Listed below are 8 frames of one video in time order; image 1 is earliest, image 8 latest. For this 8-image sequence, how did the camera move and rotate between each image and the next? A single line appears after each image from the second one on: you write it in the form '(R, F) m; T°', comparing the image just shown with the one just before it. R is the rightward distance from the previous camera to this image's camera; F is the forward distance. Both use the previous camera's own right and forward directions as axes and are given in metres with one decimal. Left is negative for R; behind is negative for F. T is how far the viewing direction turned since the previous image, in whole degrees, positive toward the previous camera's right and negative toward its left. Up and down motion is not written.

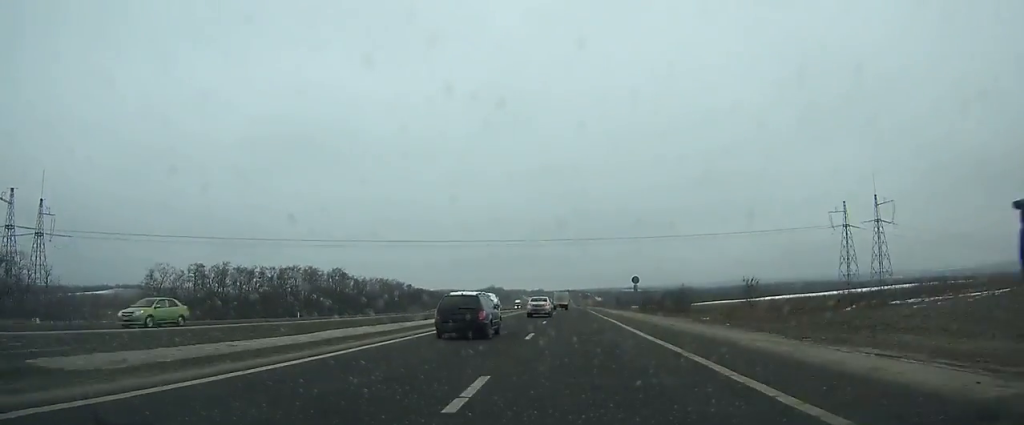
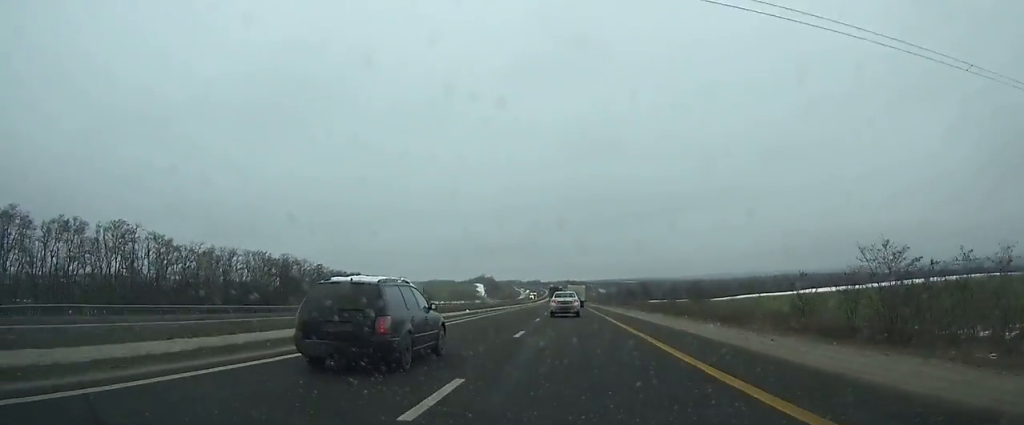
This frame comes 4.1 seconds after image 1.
(-0.5, +106.7) m; -1°
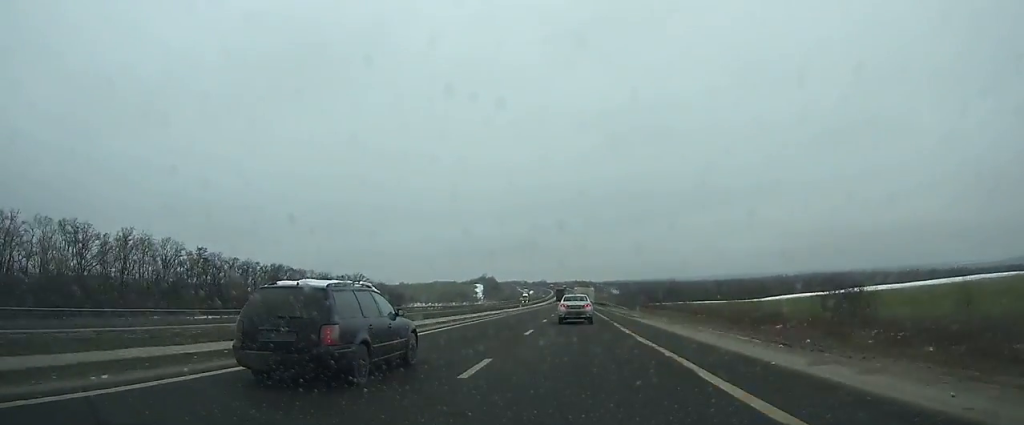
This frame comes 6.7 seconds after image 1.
(-0.2, +68.4) m; 0°
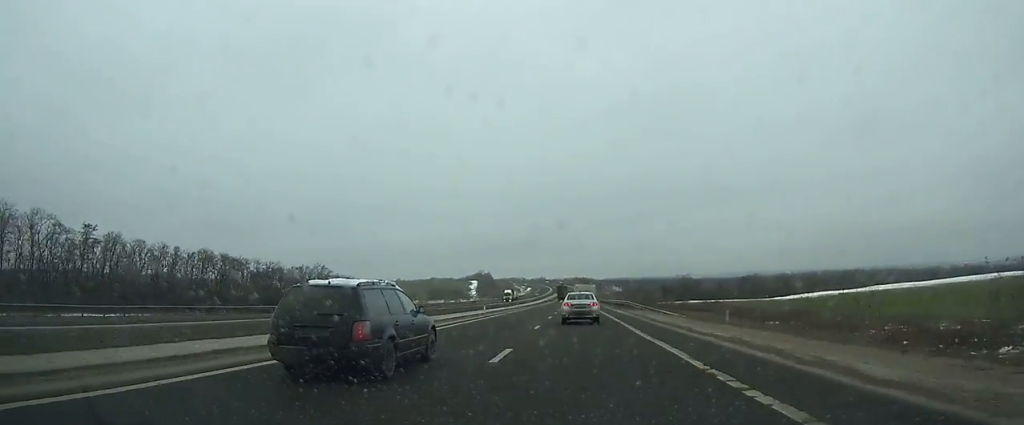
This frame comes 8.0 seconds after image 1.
(0.0, +34.0) m; 0°
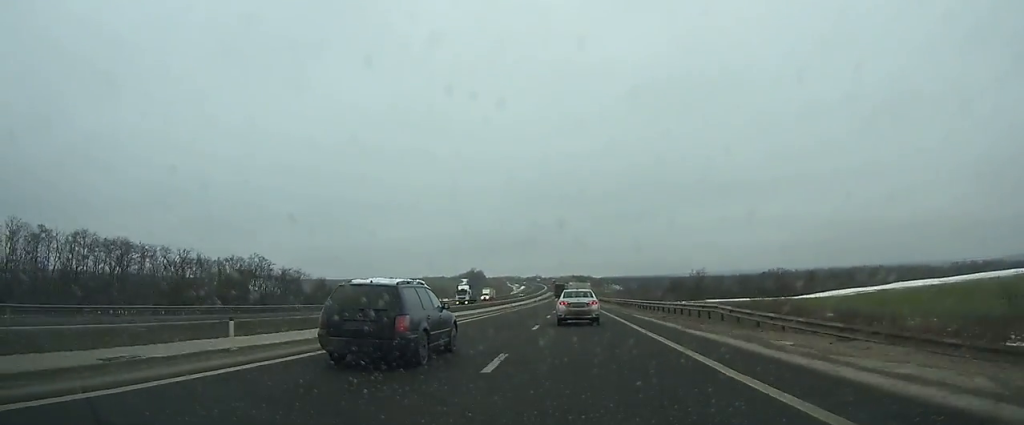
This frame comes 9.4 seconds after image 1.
(-0.1, +36.5) m; 0°
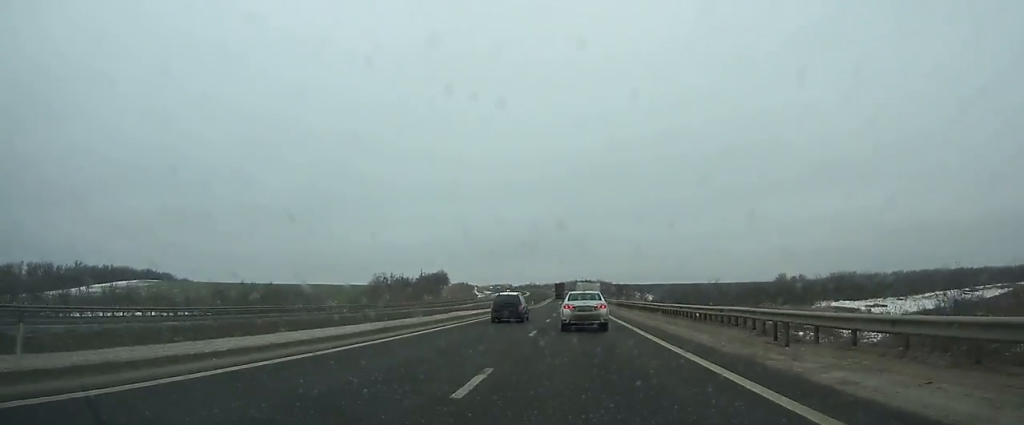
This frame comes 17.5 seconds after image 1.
(+0.6, +208.2) m; 0°
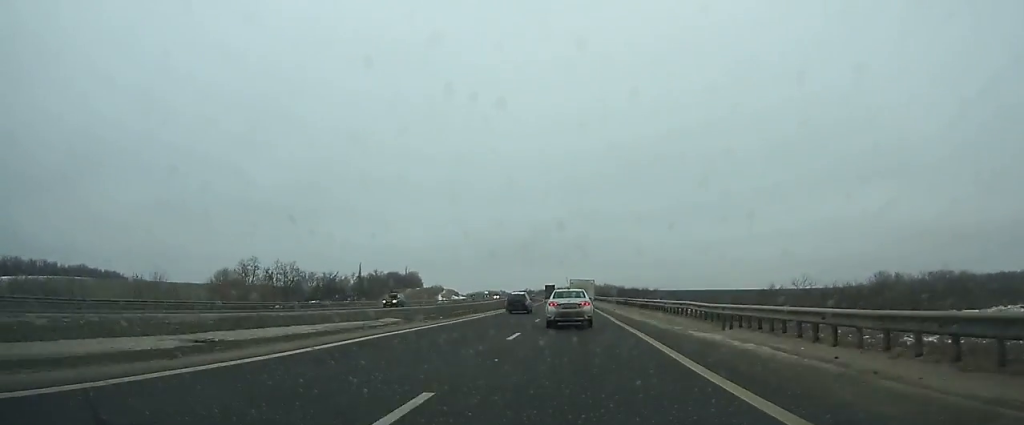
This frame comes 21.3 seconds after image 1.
(-0.2, +96.8) m; 0°
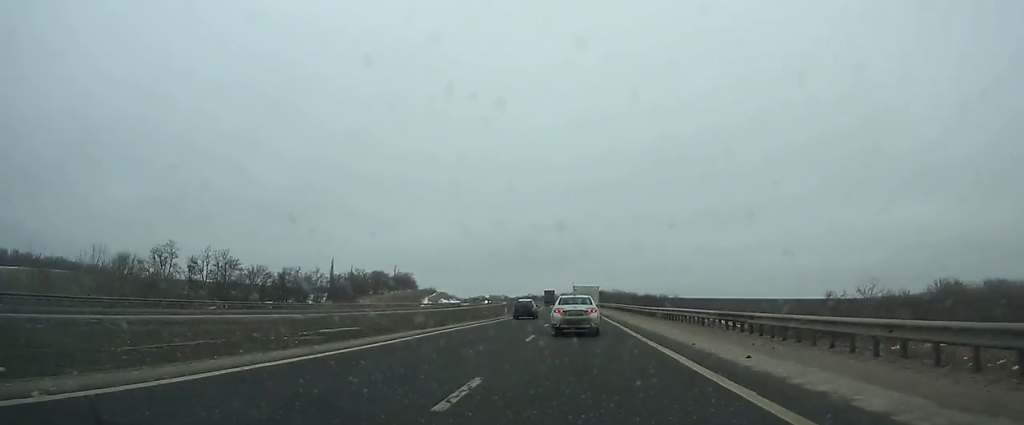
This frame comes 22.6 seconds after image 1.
(0.0, +33.0) m; 0°
